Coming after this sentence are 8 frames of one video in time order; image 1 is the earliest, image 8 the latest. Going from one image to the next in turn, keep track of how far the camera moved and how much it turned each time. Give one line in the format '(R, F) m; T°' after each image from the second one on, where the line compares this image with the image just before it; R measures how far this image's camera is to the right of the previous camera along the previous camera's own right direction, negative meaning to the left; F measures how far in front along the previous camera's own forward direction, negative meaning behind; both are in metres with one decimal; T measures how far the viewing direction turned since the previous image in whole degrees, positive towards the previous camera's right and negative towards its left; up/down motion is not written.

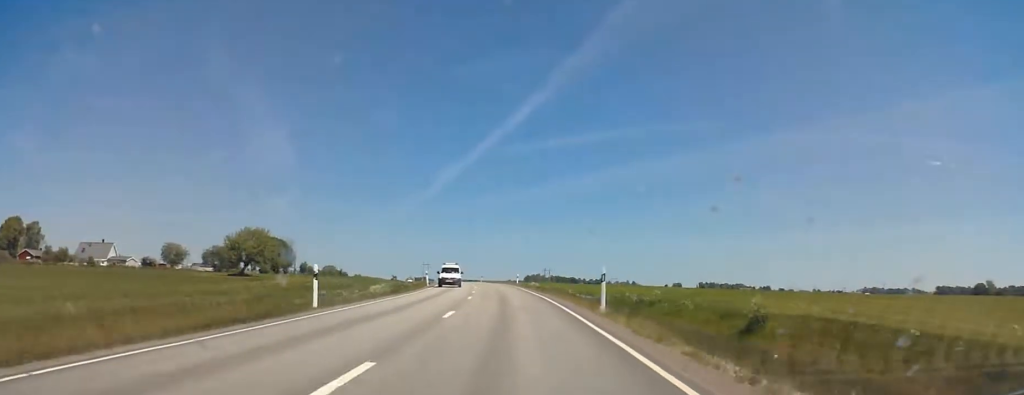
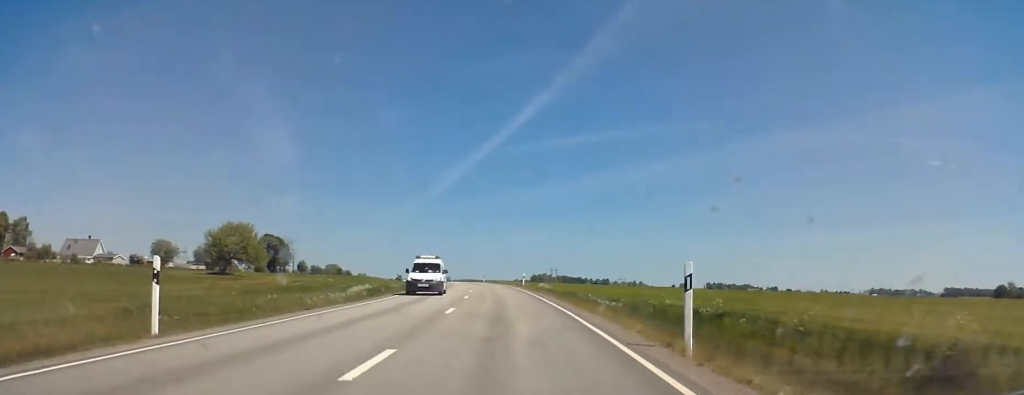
(-0.4, +10.5) m; -1°
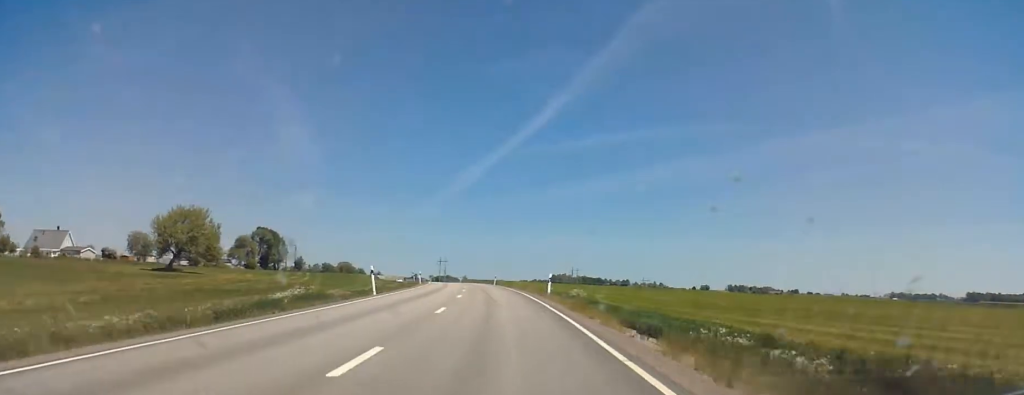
(-0.3, +24.0) m; -1°
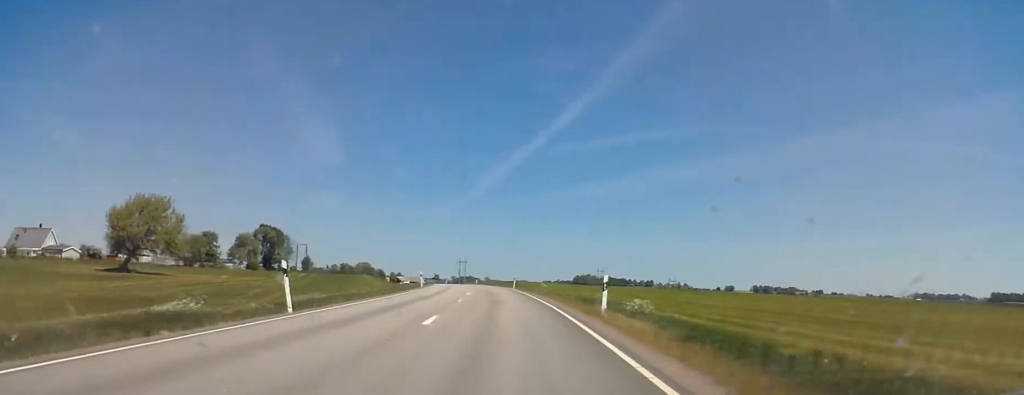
(0.0, +16.5) m; 0°
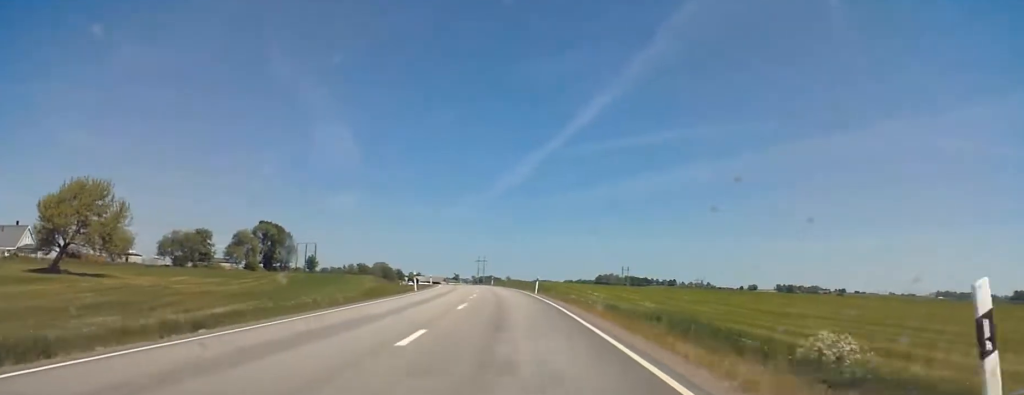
(0.0, +16.4) m; -1°
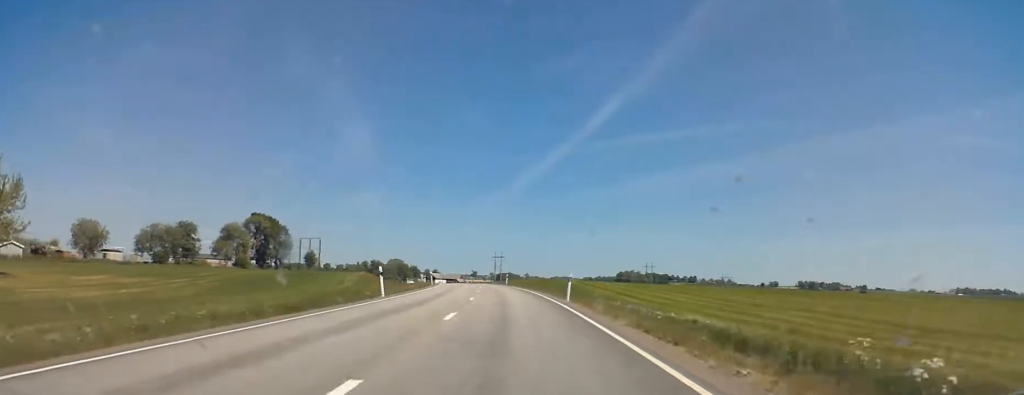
(+0.1, +18.6) m; -3°
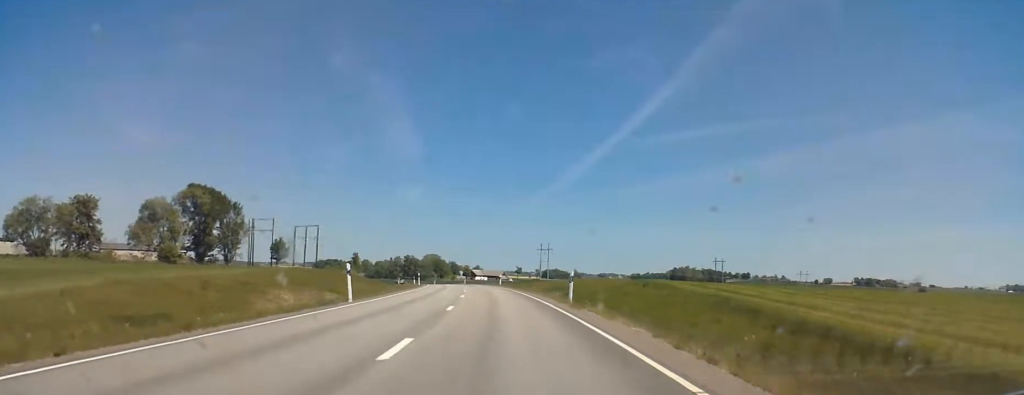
(-3.5, +55.7) m; -4°
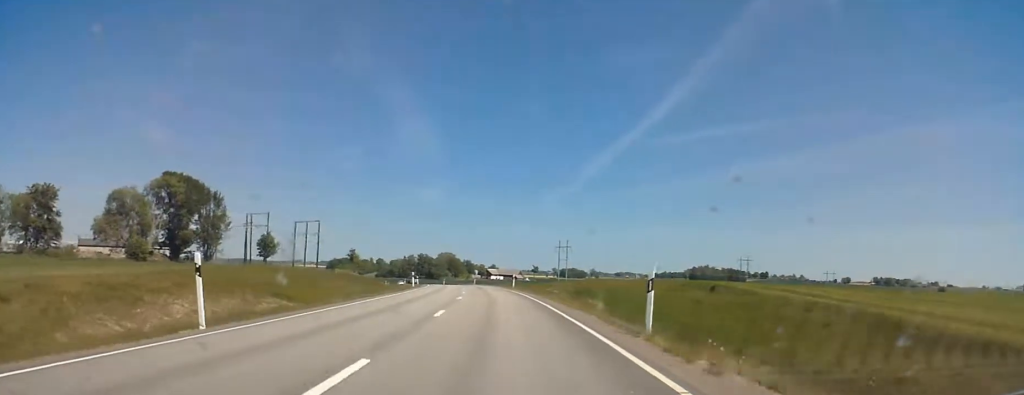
(-0.1, +14.1) m; 0°
